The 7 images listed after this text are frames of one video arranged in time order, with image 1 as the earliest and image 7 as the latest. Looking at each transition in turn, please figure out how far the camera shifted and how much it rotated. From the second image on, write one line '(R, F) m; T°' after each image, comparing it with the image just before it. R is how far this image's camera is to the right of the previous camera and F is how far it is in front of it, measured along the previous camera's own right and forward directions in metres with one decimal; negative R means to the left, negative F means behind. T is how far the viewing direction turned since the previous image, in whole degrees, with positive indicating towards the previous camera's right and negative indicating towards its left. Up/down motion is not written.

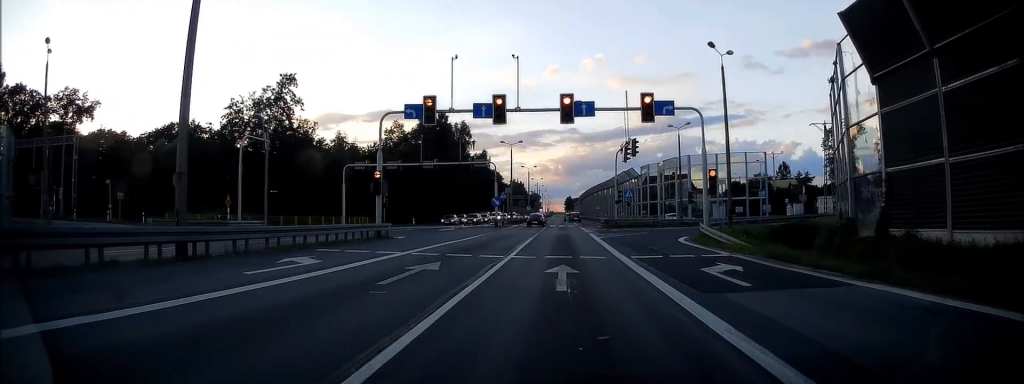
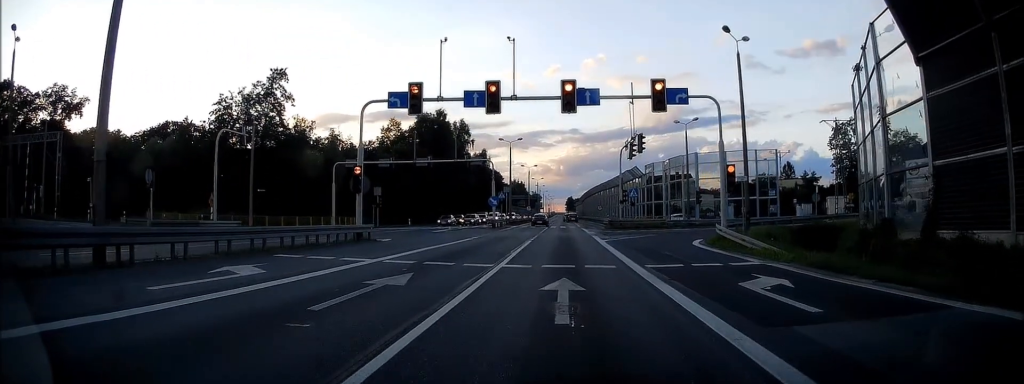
(-0.1, +3.2) m; 0°
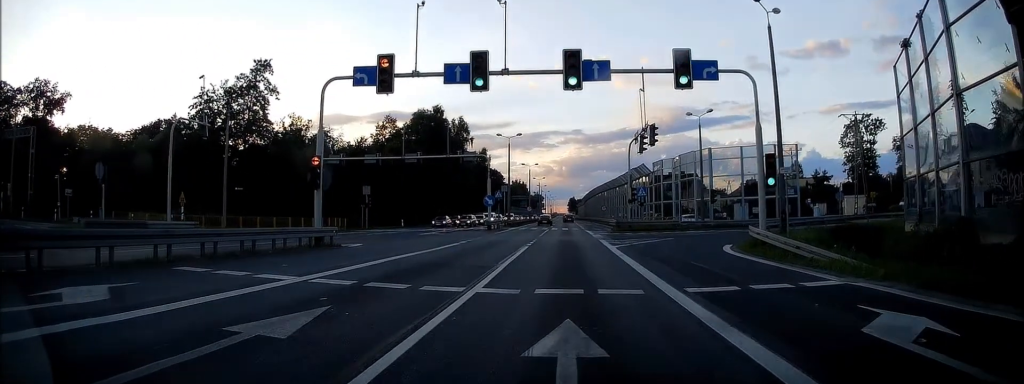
(+0.3, +5.4) m; +4°
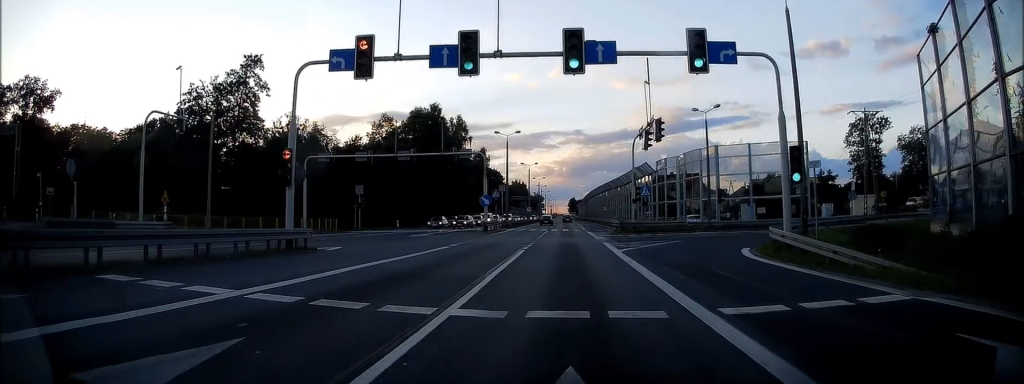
(+0.1, +2.7) m; -1°
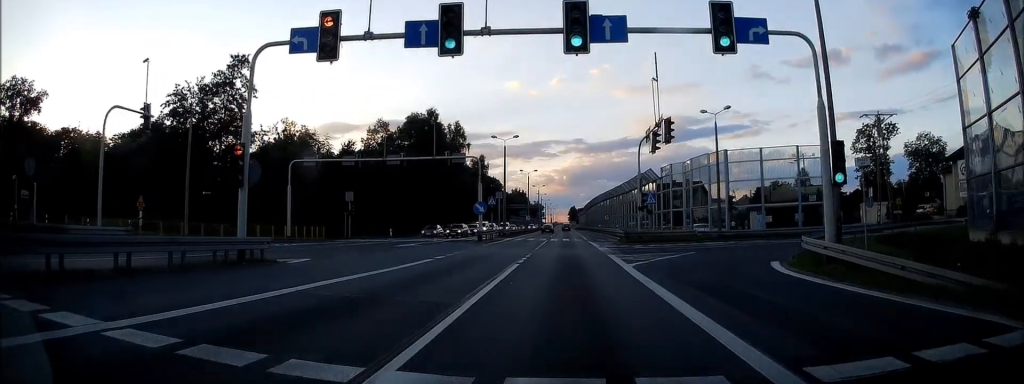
(-0.2, +3.1) m; -2°
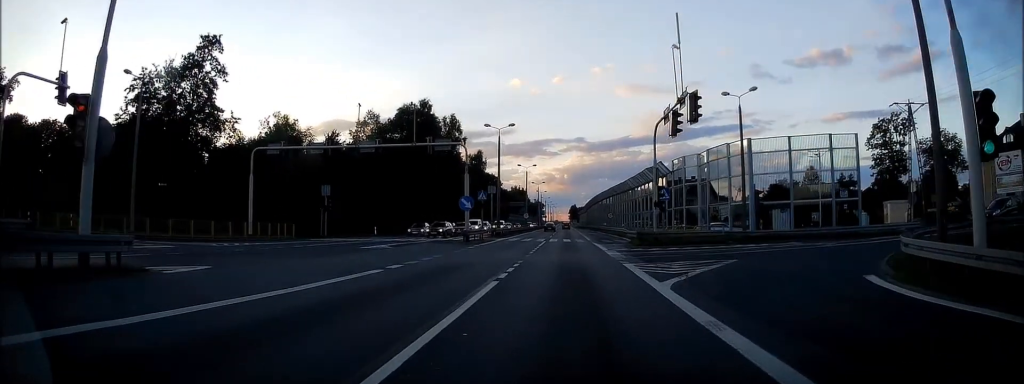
(0.0, +5.7) m; 0°
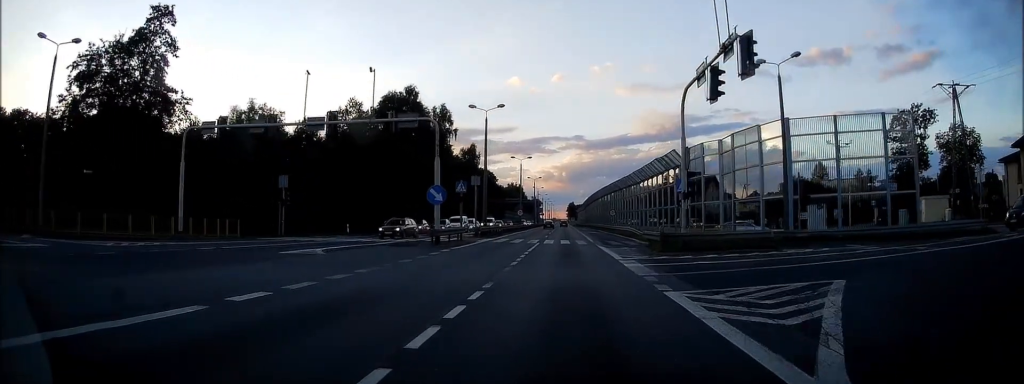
(0.0, +7.3) m; +1°
